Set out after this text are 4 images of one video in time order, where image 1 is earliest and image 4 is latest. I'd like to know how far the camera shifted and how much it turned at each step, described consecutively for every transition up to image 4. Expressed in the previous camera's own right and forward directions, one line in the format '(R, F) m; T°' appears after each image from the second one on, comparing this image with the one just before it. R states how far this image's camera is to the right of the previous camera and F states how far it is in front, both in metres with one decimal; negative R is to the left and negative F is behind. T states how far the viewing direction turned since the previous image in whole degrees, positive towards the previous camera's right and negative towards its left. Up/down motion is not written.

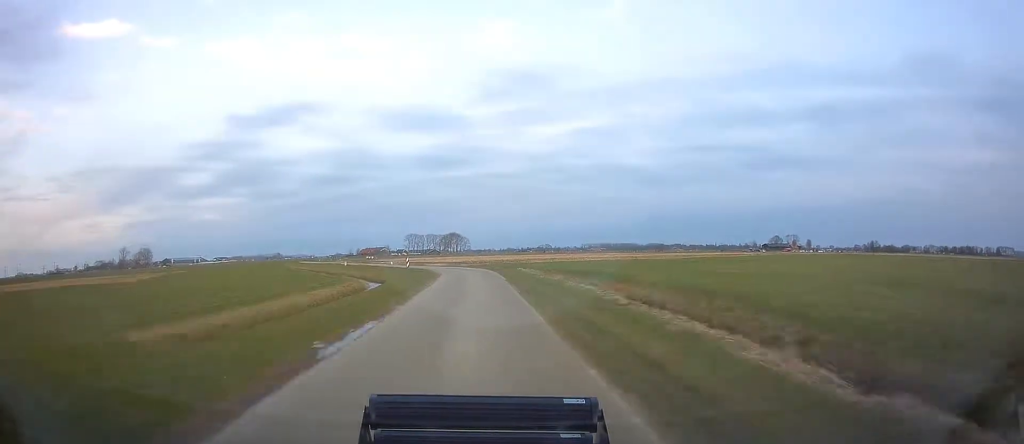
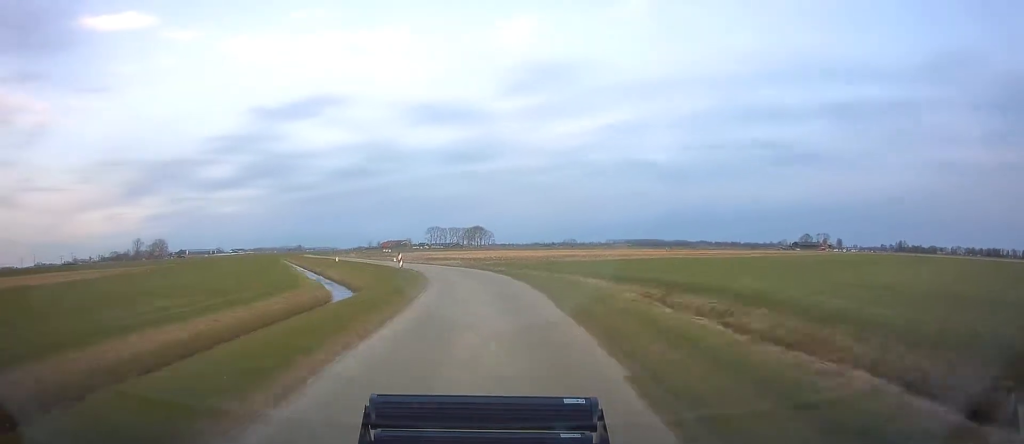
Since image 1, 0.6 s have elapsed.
(-0.3, +19.1) m; -3°
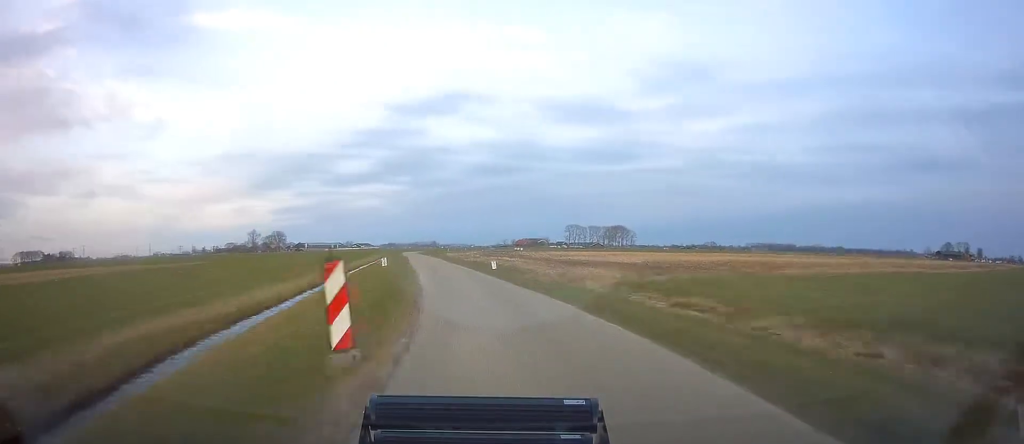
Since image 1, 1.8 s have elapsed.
(-2.0, +34.7) m; -8°
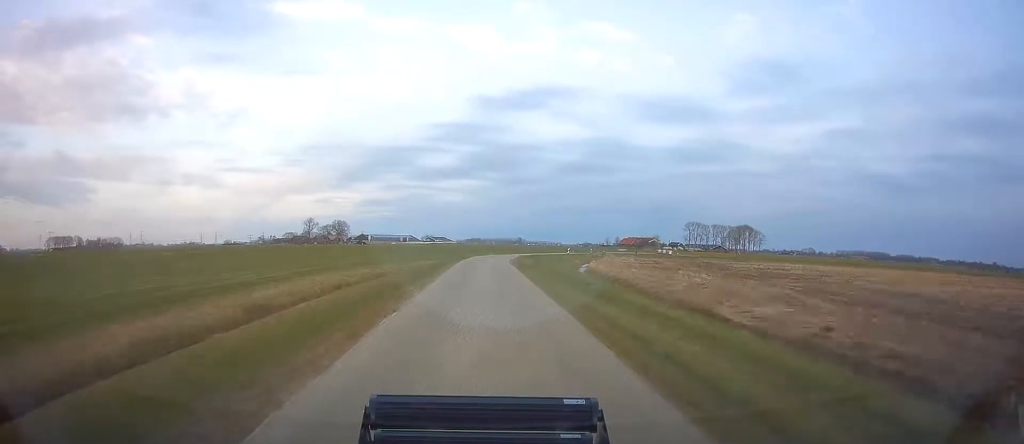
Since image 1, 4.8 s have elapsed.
(-14.1, +95.2) m; -11°
